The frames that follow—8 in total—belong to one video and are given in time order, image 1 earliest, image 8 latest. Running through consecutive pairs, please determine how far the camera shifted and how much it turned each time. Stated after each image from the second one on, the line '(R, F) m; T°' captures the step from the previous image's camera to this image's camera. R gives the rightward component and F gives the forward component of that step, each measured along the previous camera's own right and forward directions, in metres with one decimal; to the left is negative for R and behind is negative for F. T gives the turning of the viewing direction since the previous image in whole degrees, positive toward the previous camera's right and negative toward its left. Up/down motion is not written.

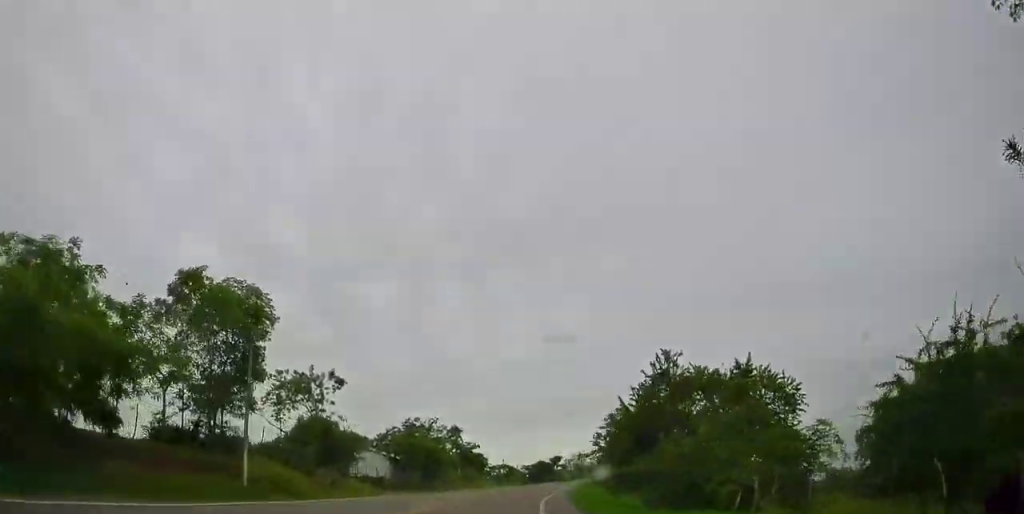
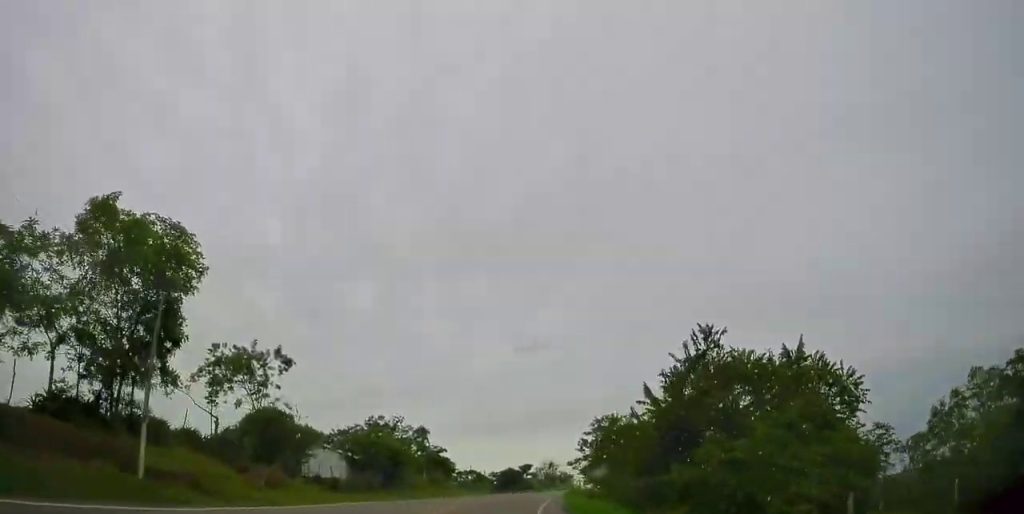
(+0.2, +6.9) m; +3°
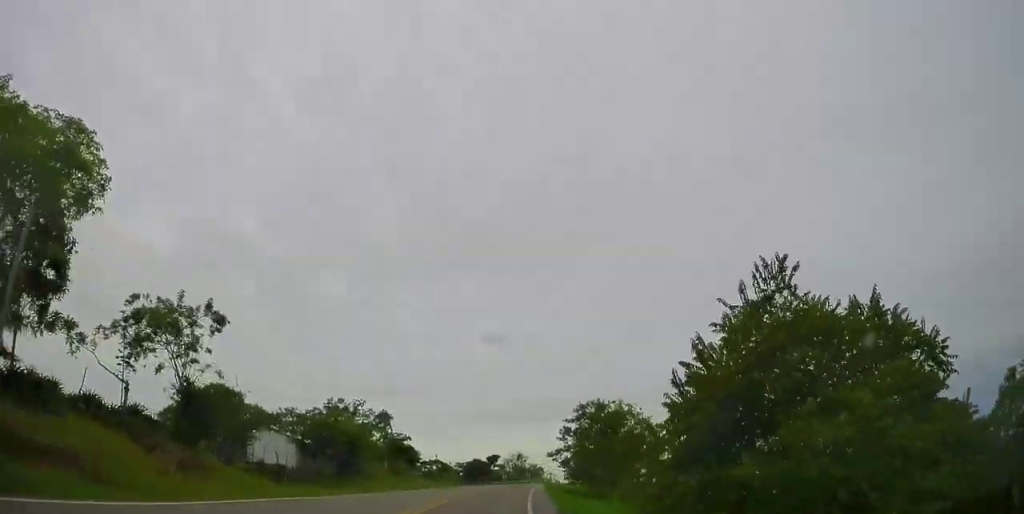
(-0.1, +6.3) m; +3°
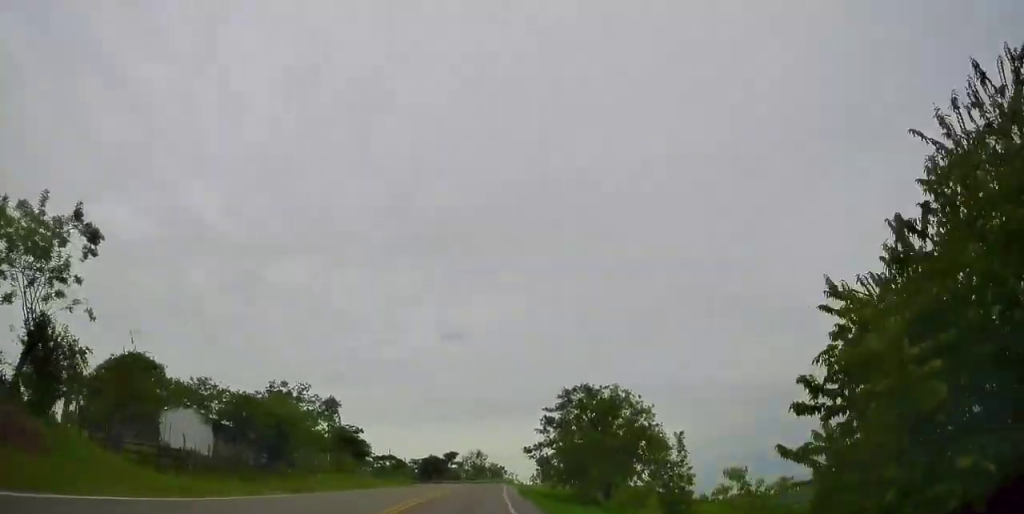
(+0.1, +8.7) m; +4°
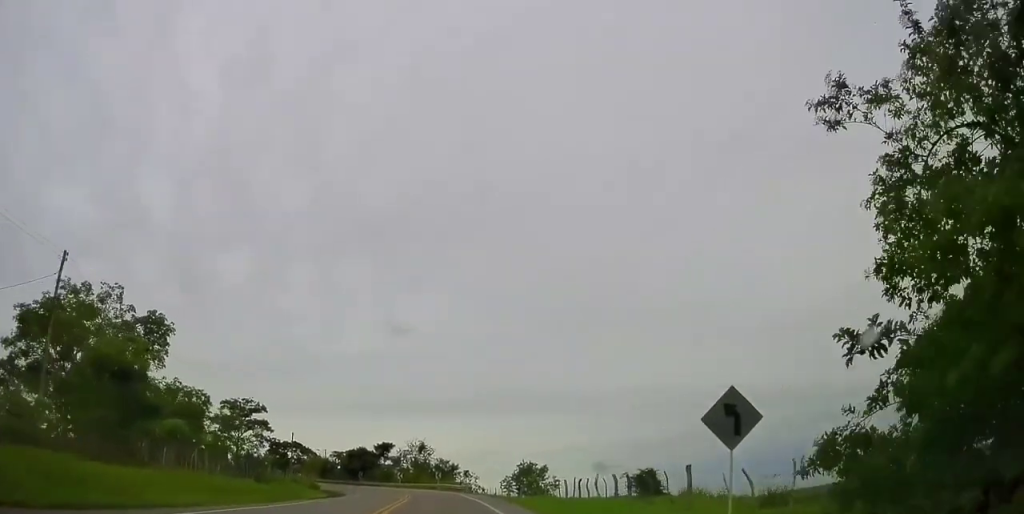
(+4.6, +33.5) m; +13°
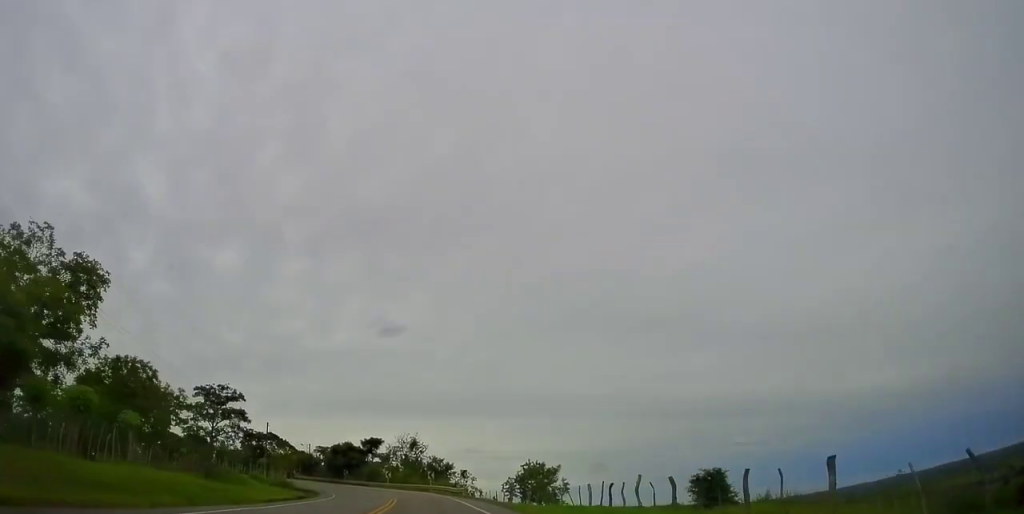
(0.0, +8.2) m; +3°
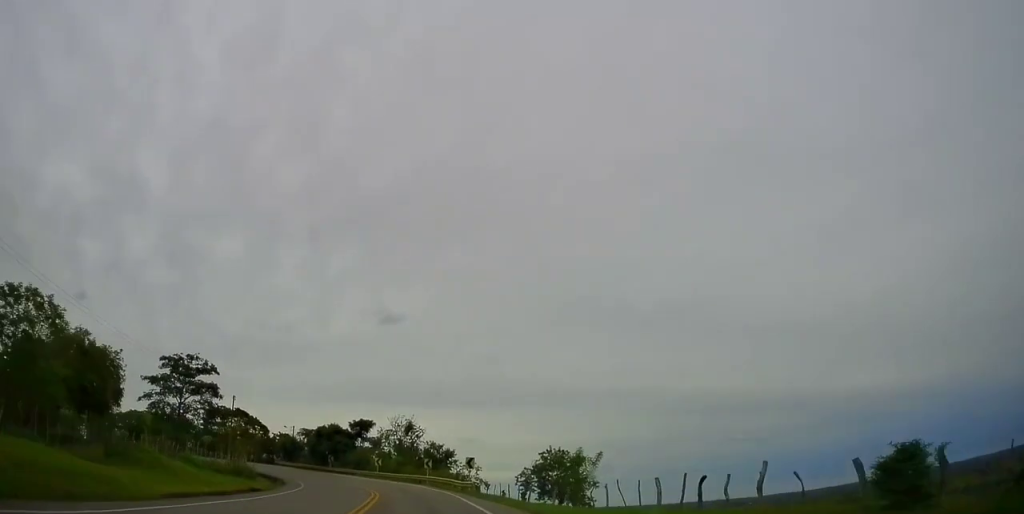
(+0.6, +10.8) m; +2°
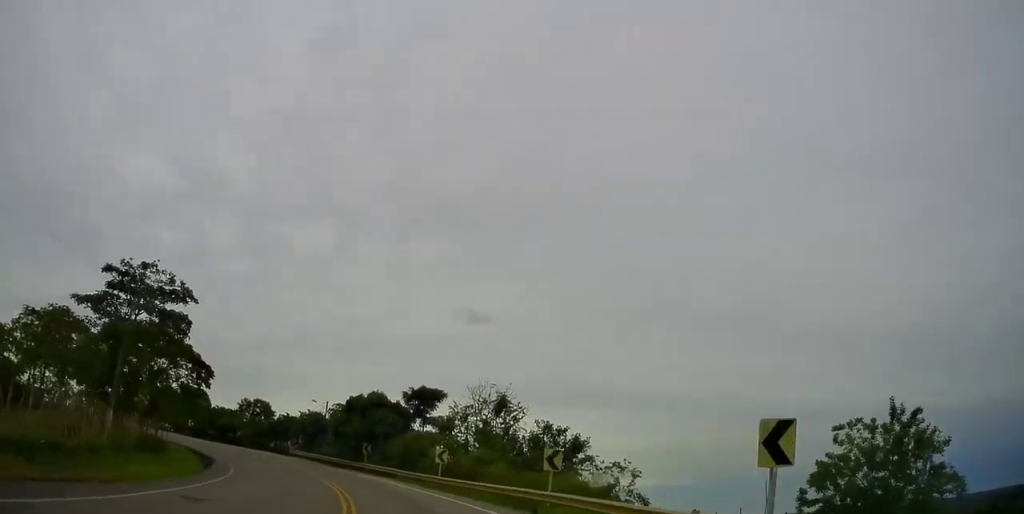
(+0.5, +31.7) m; -1°
